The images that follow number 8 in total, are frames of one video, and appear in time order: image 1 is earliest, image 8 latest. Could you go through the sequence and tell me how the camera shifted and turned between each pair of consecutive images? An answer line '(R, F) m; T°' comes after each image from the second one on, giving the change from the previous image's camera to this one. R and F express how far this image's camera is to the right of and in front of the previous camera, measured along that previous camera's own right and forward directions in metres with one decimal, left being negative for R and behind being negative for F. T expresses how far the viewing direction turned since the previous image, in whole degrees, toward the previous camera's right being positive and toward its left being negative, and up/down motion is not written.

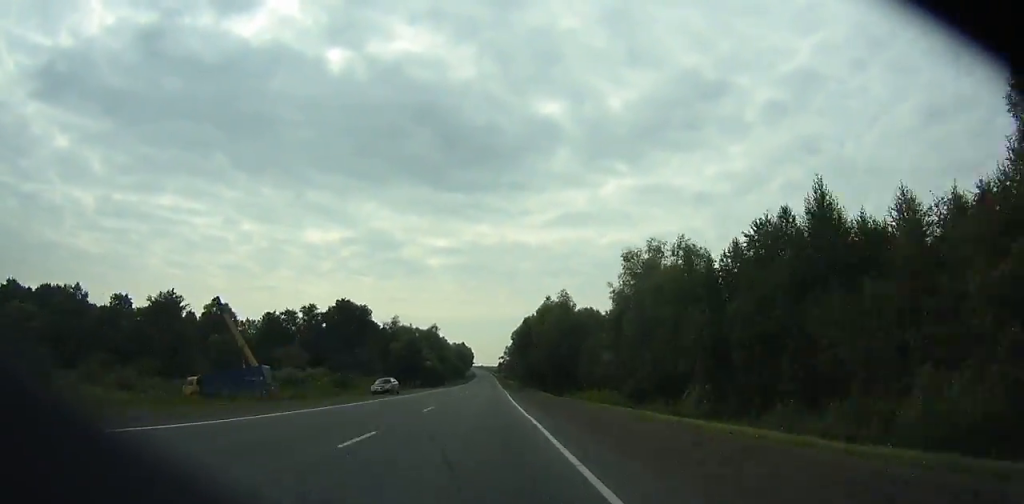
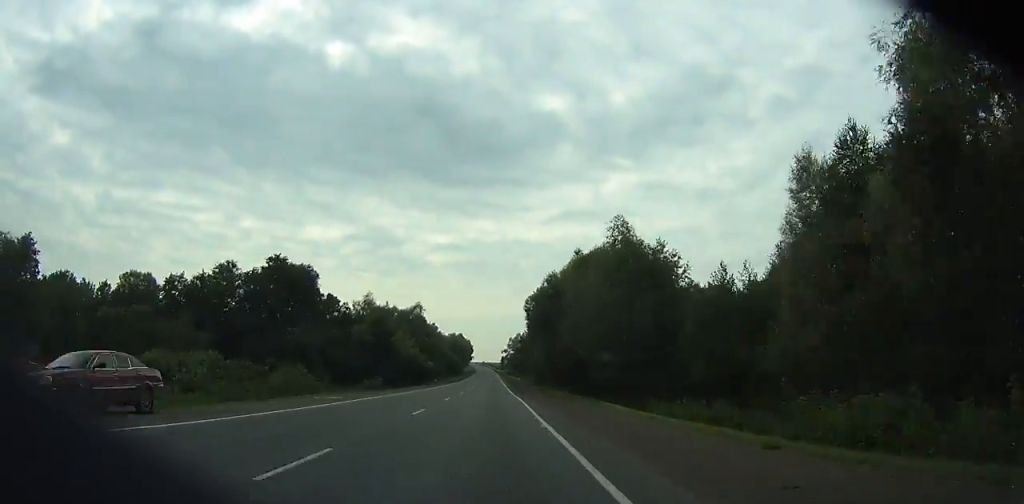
(+0.2, +39.2) m; -1°
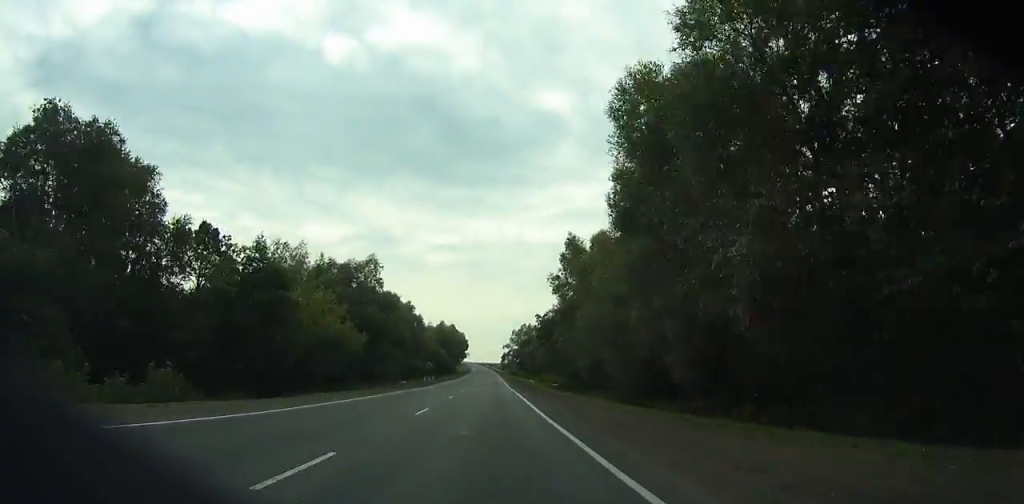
(-2.3, +49.6) m; +2°
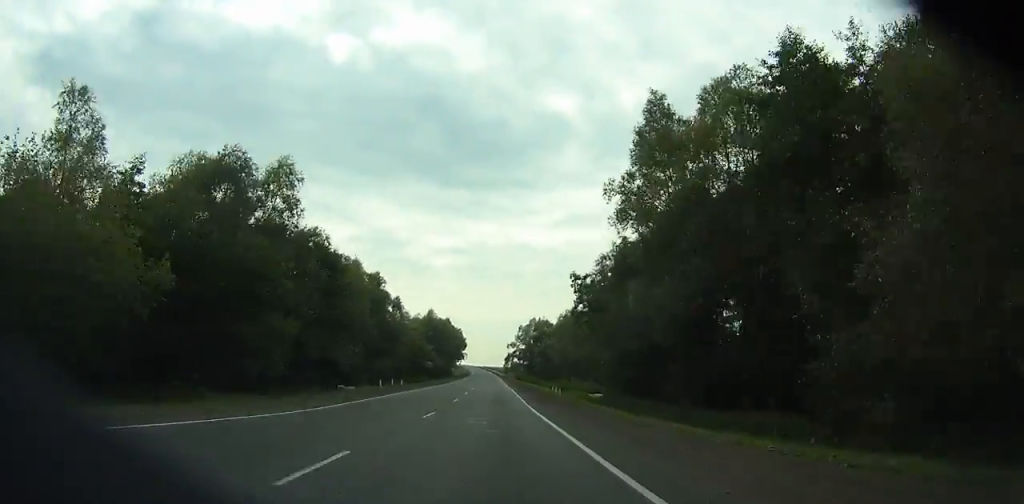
(+0.3, +34.9) m; +1°
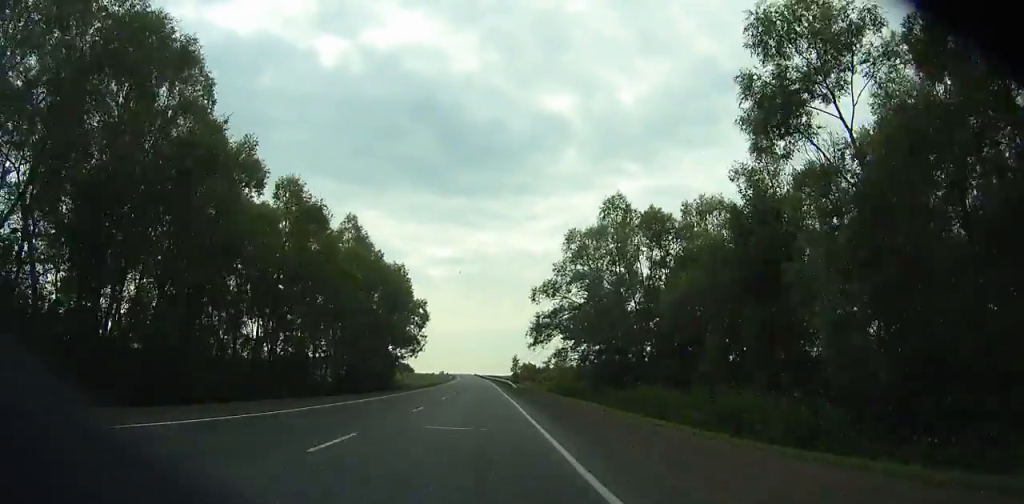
(+3.8, +117.4) m; 0°
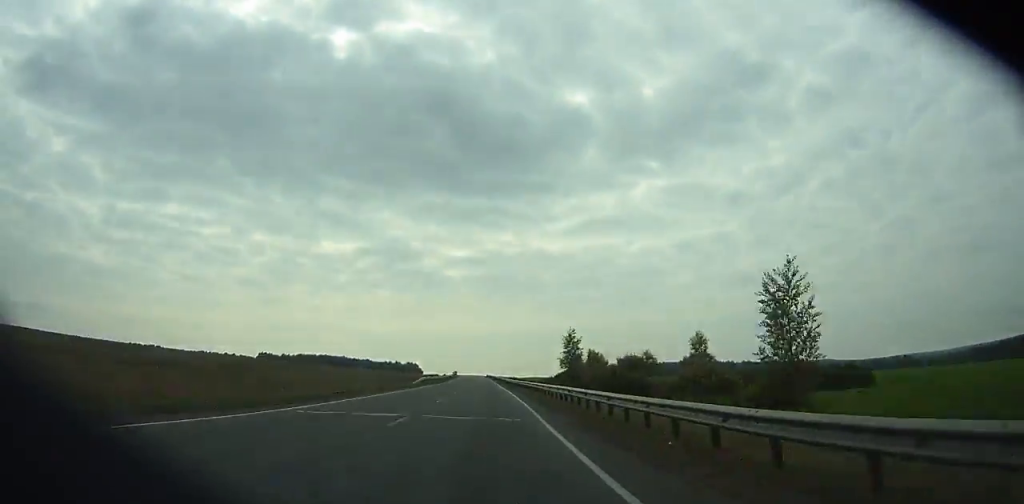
(-1.9, +101.6) m; -2°
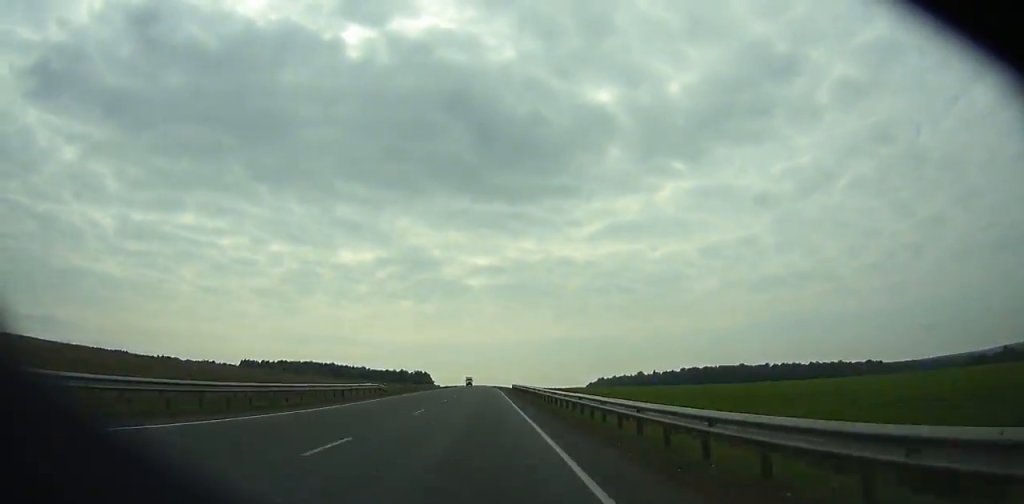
(-2.7, +135.1) m; -2°
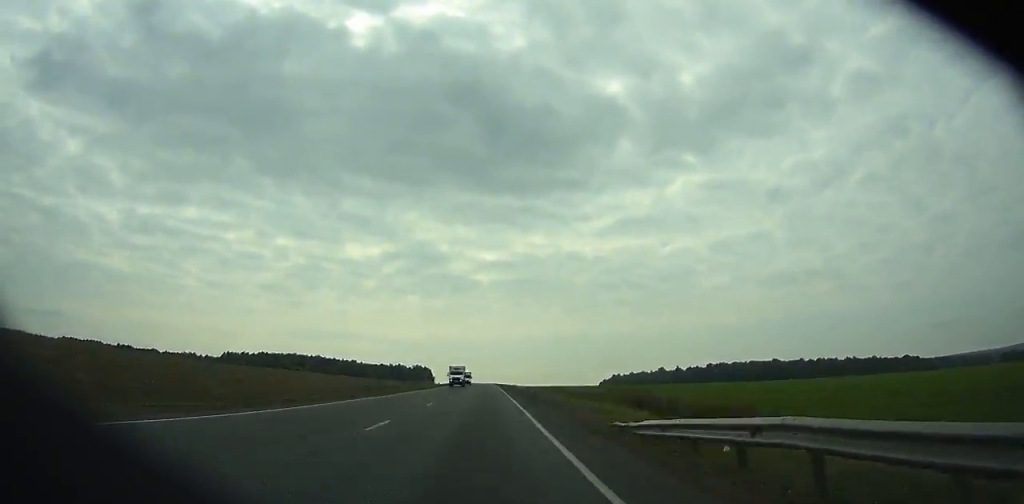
(-0.8, +69.4) m; -1°
